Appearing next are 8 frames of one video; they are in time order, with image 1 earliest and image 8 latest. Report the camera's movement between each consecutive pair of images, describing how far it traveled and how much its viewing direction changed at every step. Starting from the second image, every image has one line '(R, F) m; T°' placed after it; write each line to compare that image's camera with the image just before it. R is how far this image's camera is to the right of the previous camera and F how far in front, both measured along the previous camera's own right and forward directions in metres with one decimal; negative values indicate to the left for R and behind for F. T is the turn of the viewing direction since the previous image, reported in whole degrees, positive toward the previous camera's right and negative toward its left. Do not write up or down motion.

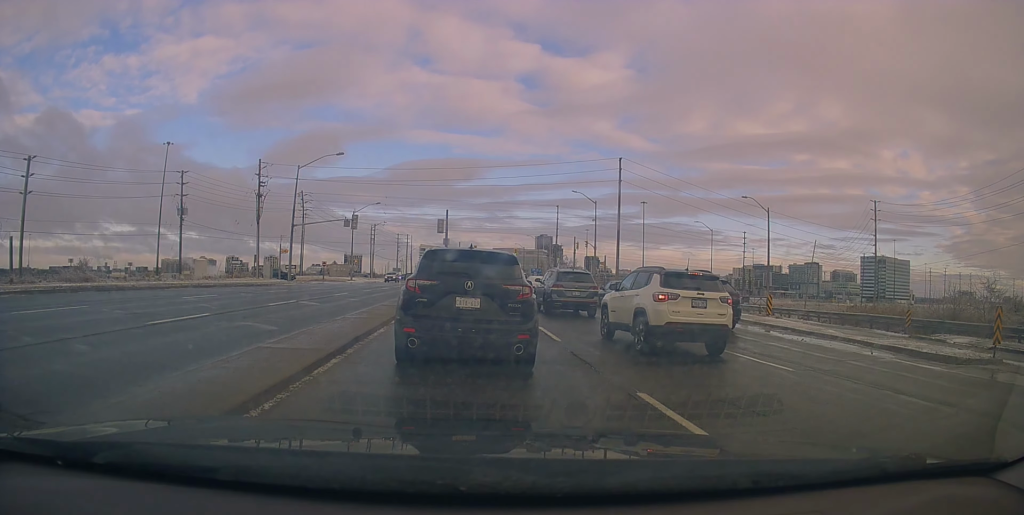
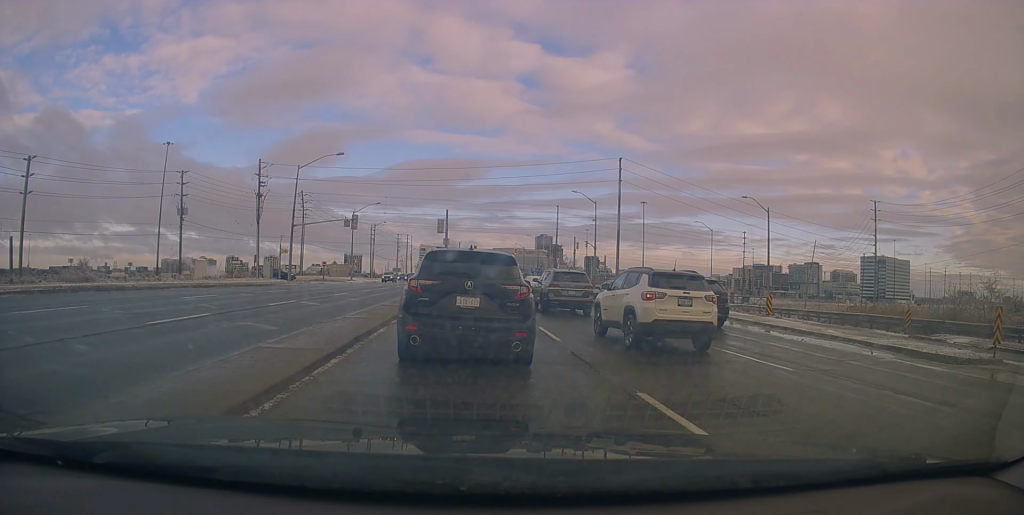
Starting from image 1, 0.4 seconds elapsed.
(0.0, 0.0) m; 0°
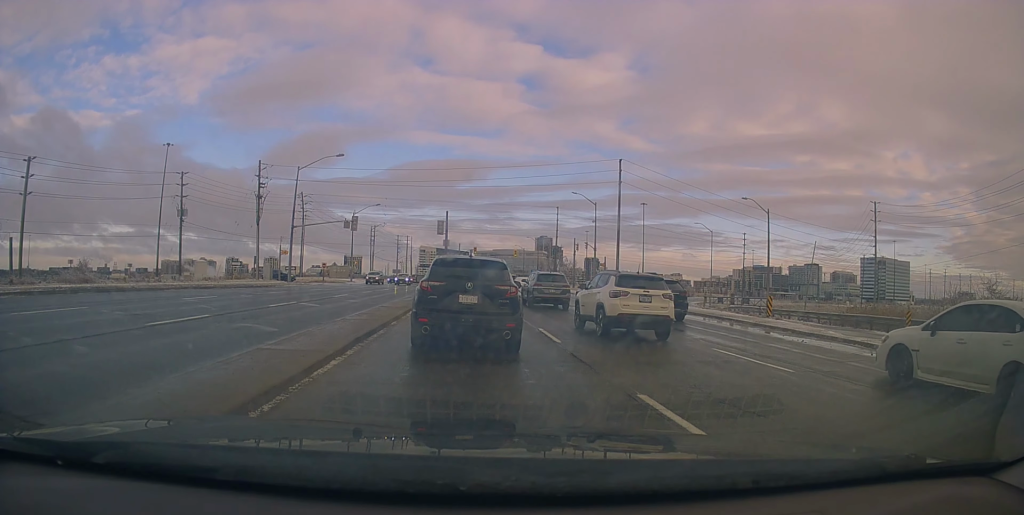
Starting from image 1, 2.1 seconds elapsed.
(0.0, 0.0) m; 0°
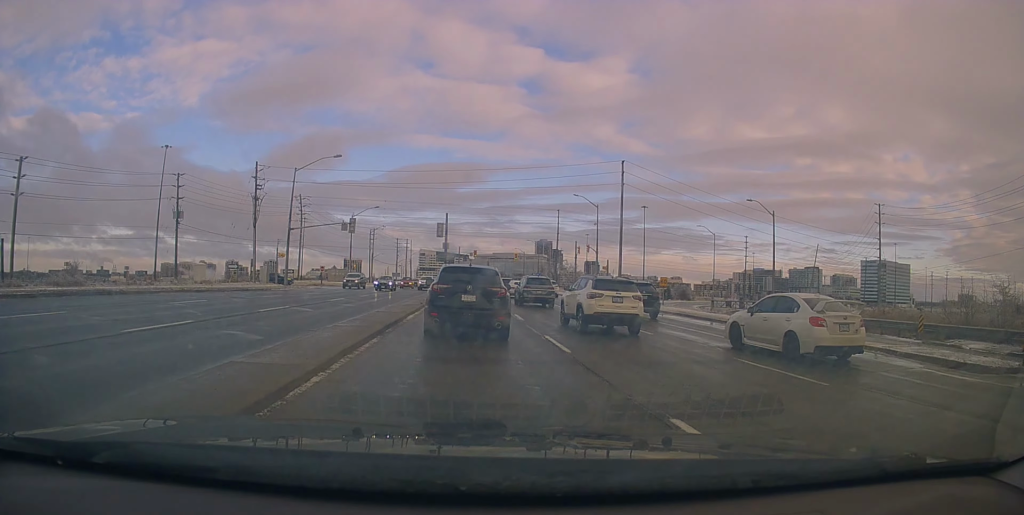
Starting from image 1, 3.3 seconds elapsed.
(0.0, 0.0) m; 0°
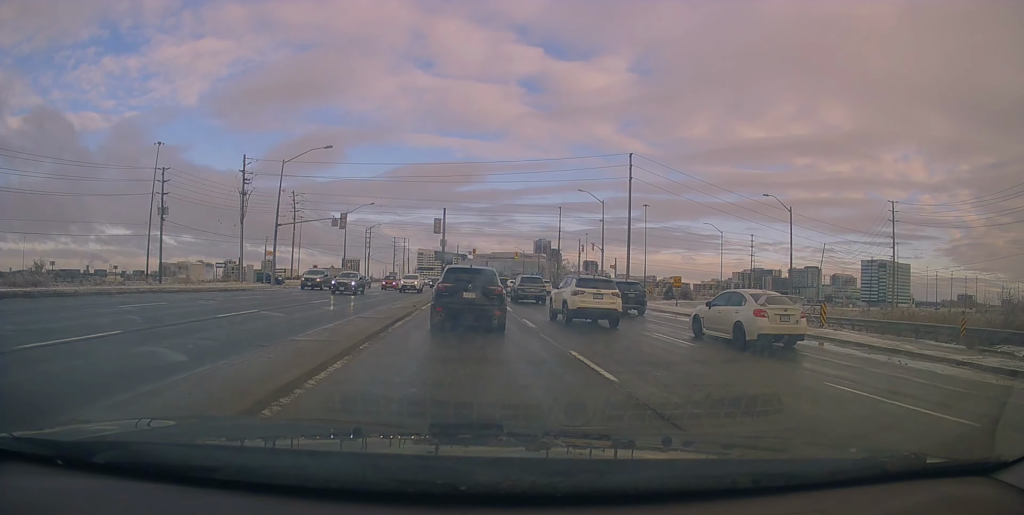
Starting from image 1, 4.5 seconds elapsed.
(0.0, +0.5) m; +5°
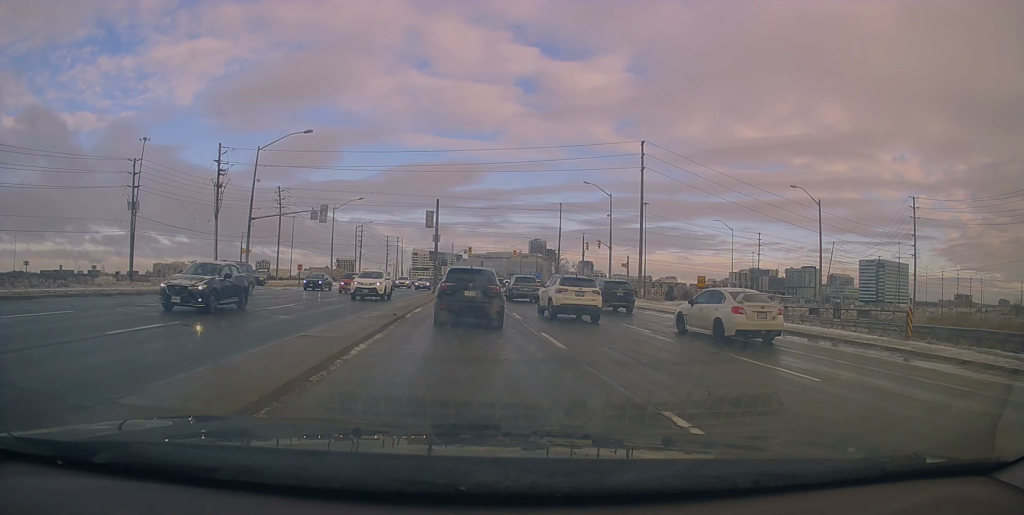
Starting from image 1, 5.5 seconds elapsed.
(+0.2, +2.7) m; +3°
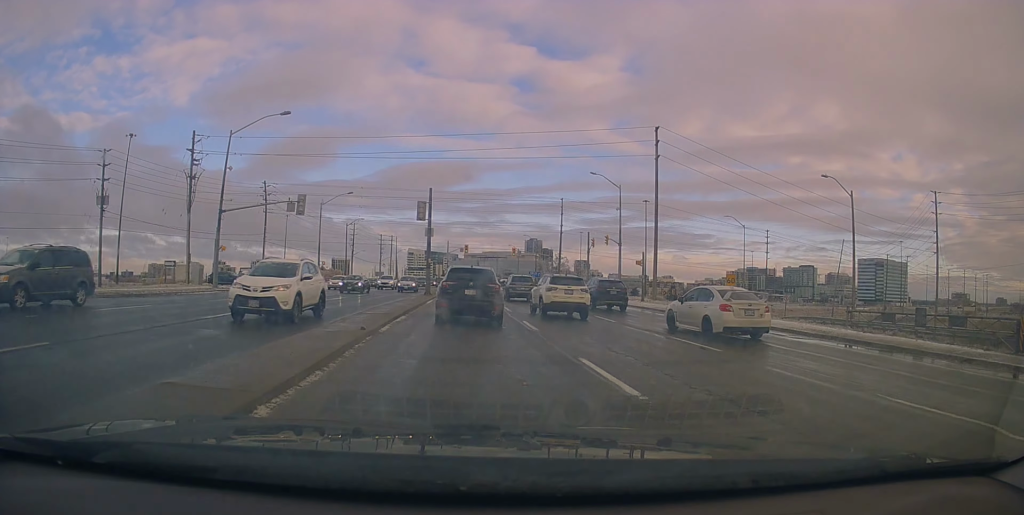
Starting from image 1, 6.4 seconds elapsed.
(-0.1, +3.7) m; 0°
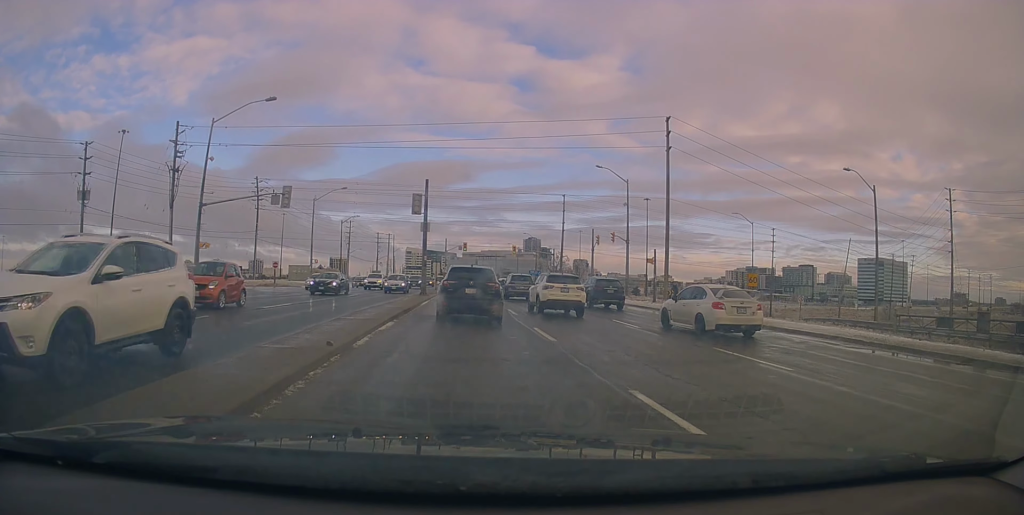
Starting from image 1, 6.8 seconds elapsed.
(-0.1, +2.2) m; +1°
